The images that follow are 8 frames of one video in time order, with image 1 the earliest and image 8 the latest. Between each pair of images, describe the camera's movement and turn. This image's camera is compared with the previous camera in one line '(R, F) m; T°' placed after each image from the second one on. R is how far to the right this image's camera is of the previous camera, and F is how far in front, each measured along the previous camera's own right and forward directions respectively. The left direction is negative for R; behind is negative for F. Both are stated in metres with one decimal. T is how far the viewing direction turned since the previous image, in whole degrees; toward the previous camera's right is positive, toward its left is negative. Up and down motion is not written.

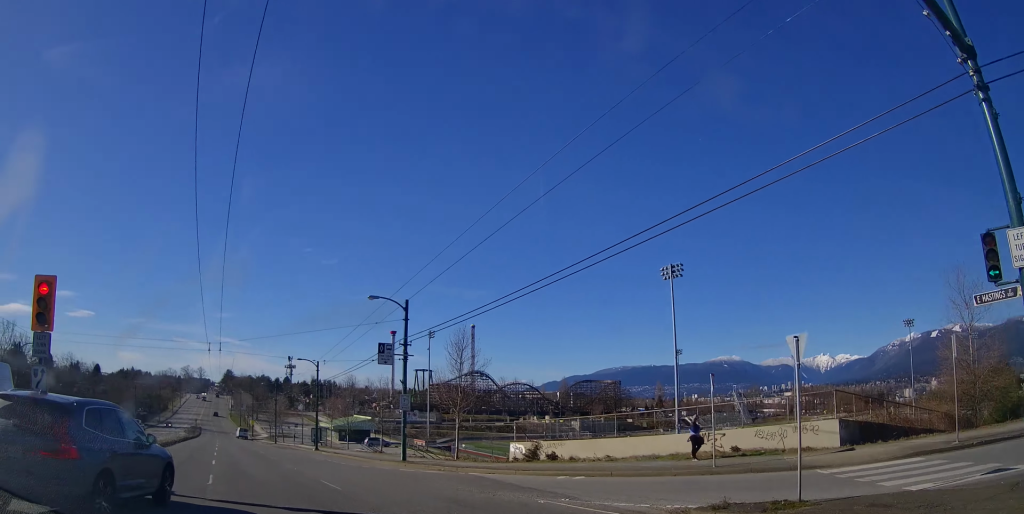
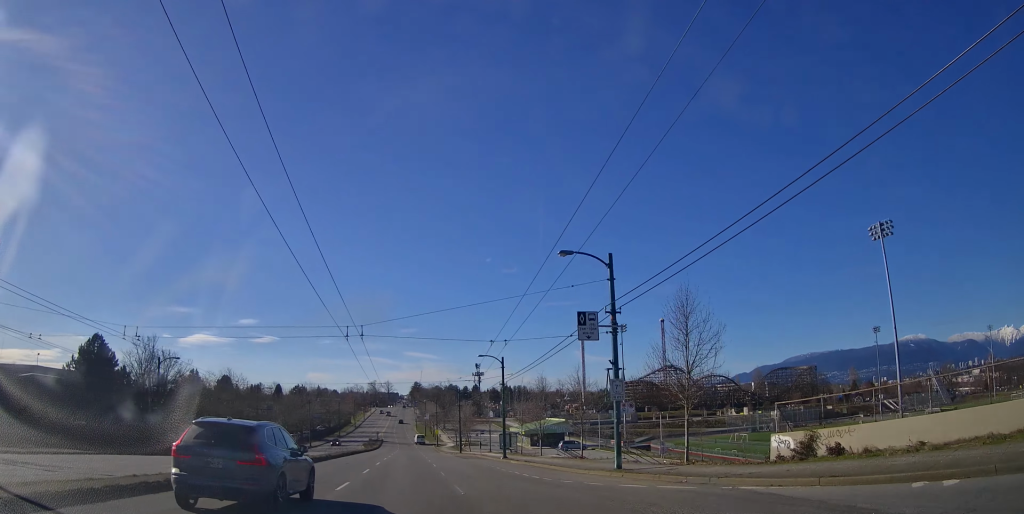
(-0.7, +8.4) m; -16°
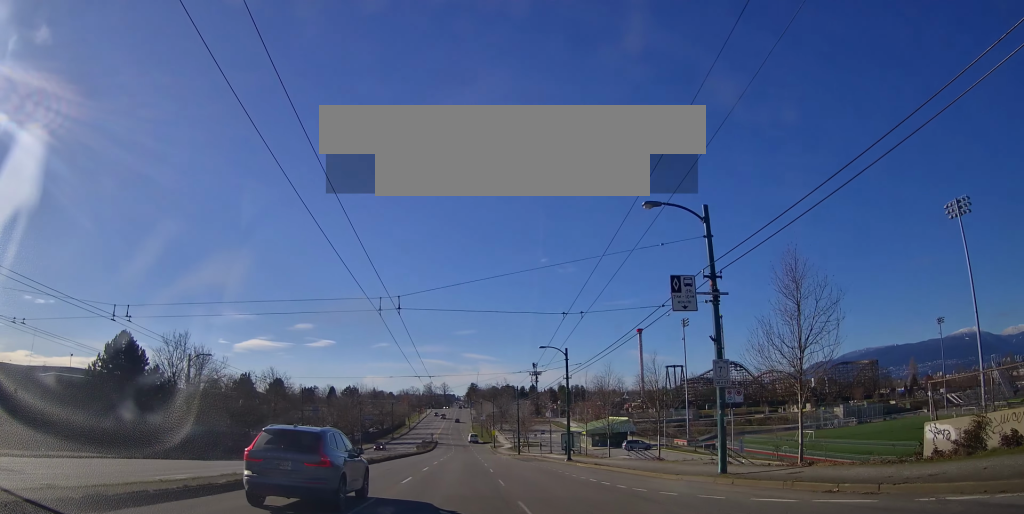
(-0.2, +4.6) m; -10°
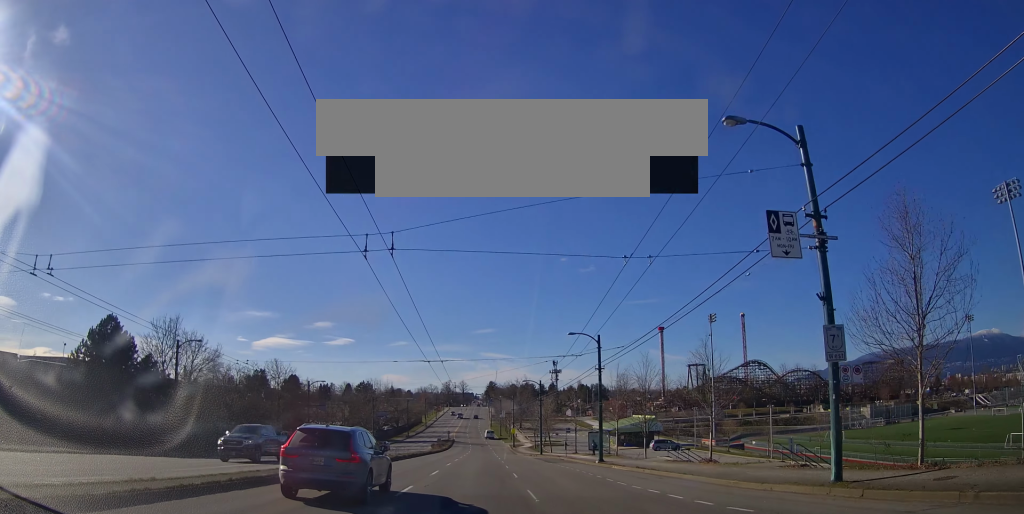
(-0.9, +4.9) m; -9°
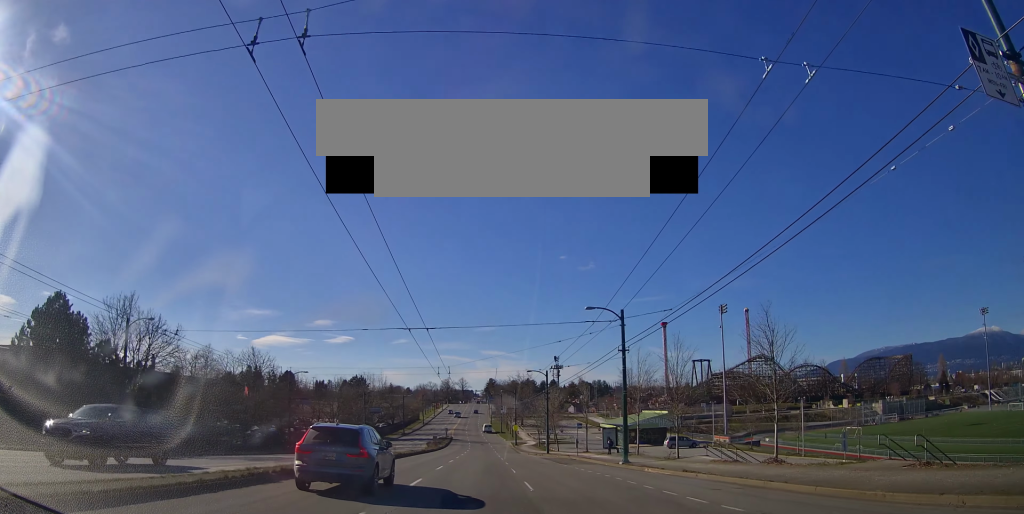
(-0.6, +6.4) m; -6°
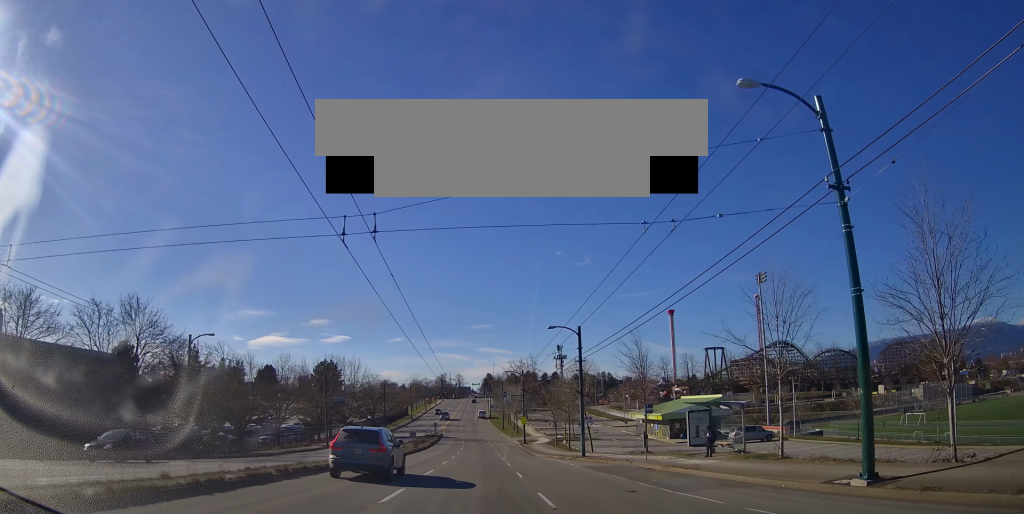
(-0.9, +20.6) m; -5°
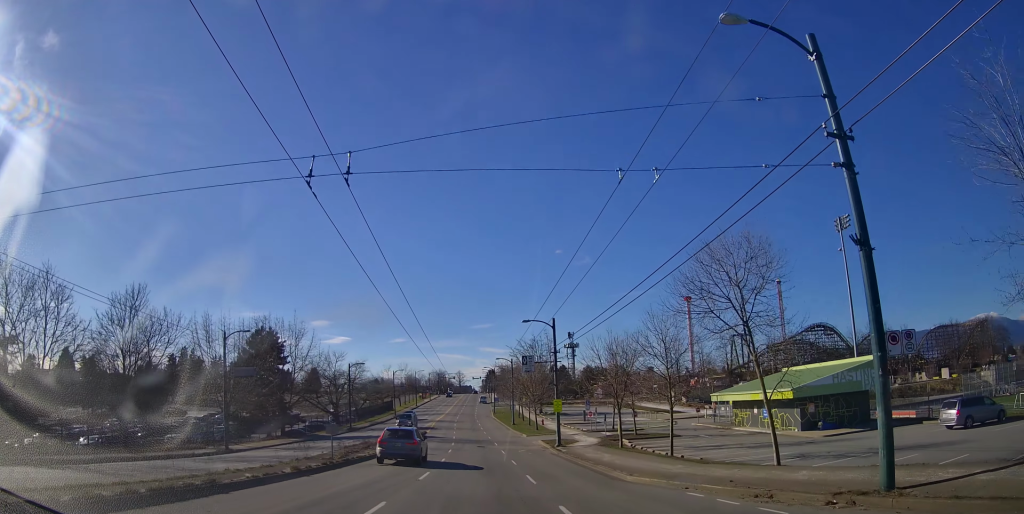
(+0.3, +30.2) m; +2°
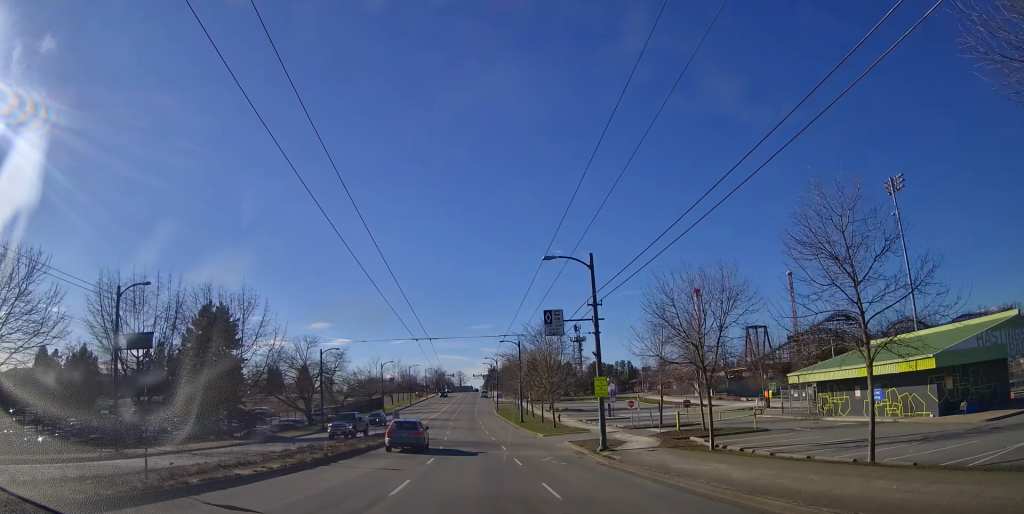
(0.0, +14.4) m; 0°
